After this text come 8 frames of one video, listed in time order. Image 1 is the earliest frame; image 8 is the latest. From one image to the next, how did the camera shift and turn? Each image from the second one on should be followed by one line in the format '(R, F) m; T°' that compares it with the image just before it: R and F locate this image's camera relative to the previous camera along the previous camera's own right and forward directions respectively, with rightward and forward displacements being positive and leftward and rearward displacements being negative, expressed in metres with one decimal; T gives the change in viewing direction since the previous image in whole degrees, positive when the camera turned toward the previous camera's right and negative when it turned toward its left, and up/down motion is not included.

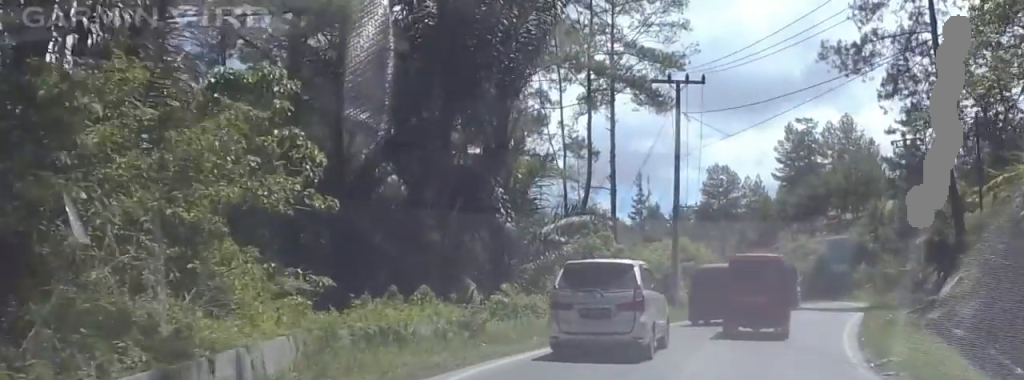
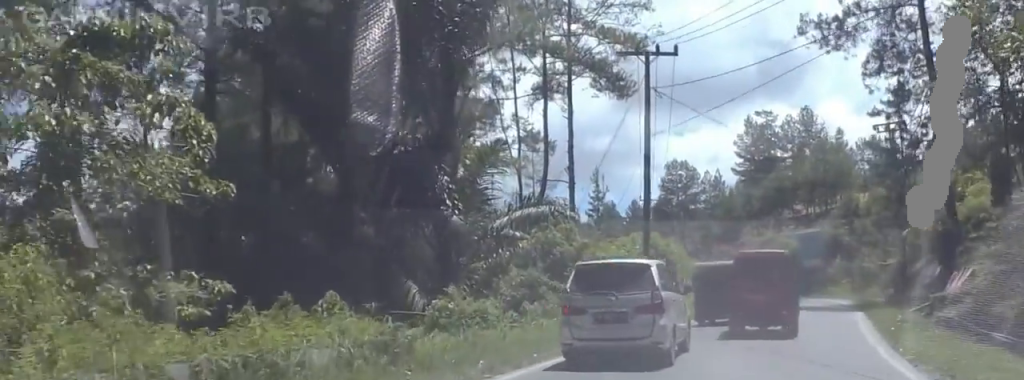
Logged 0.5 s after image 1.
(0.0, +4.7) m; +1°
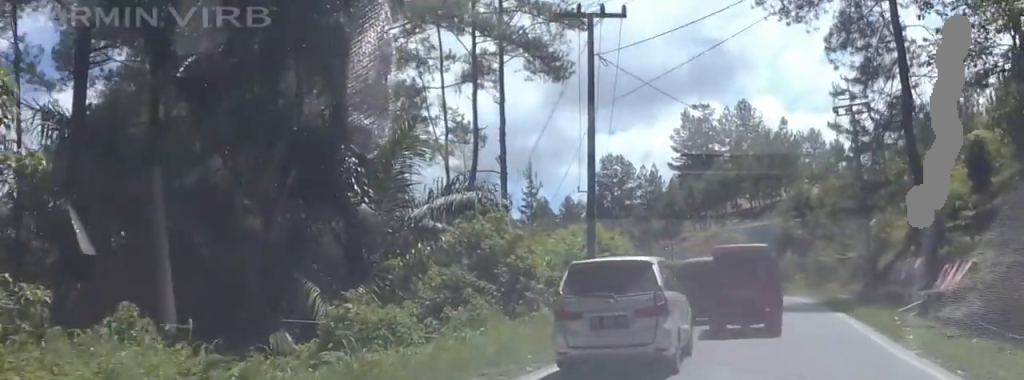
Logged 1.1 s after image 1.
(-0.1, +4.9) m; +2°
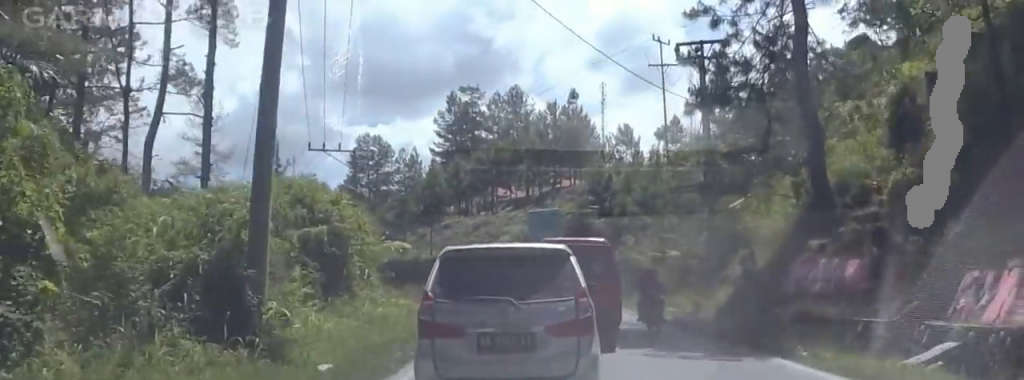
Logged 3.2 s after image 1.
(+1.1, +15.8) m; +14°
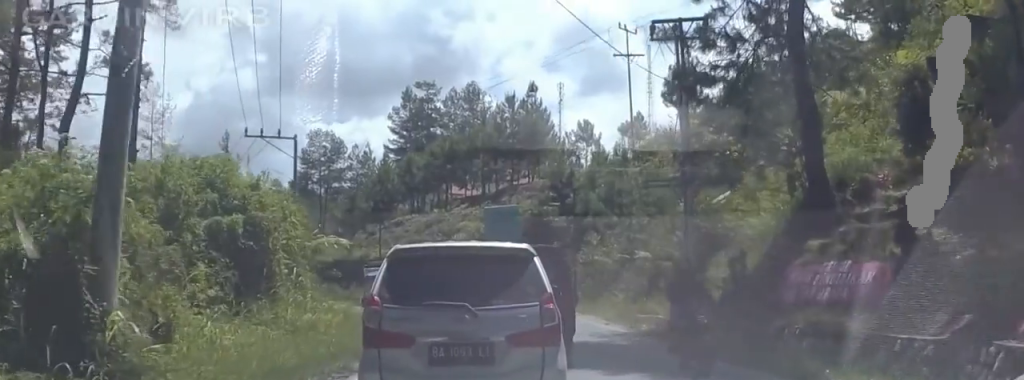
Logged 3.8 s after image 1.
(+0.6, +4.1) m; +6°
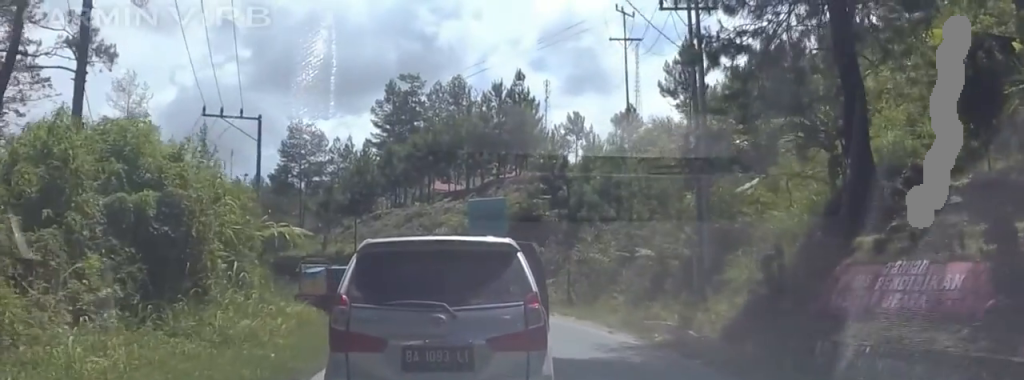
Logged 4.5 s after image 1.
(+0.3, +4.9) m; +1°
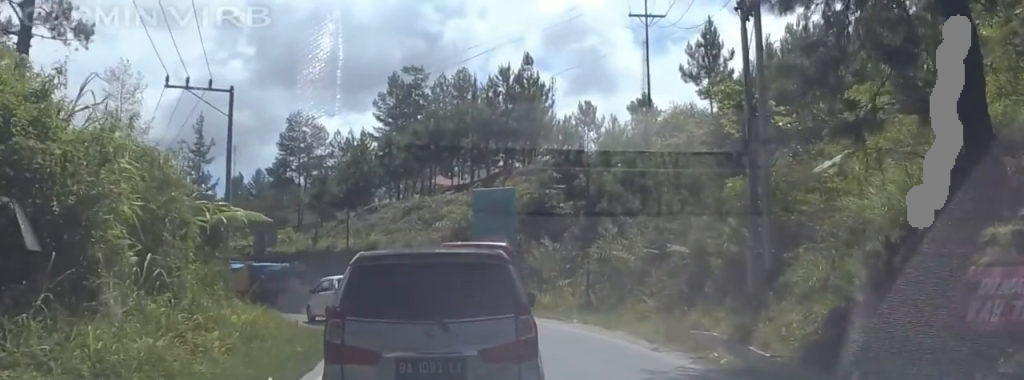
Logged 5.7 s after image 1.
(-0.4, +6.9) m; -13°
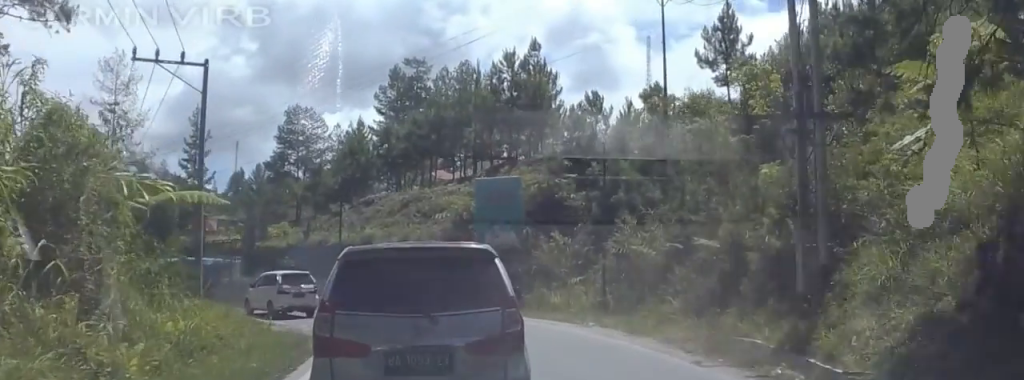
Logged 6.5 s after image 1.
(-0.5, +4.4) m; -6°
